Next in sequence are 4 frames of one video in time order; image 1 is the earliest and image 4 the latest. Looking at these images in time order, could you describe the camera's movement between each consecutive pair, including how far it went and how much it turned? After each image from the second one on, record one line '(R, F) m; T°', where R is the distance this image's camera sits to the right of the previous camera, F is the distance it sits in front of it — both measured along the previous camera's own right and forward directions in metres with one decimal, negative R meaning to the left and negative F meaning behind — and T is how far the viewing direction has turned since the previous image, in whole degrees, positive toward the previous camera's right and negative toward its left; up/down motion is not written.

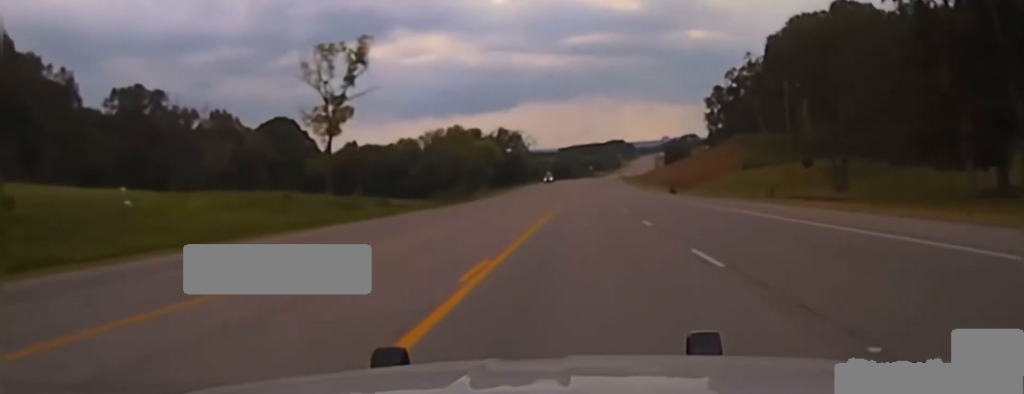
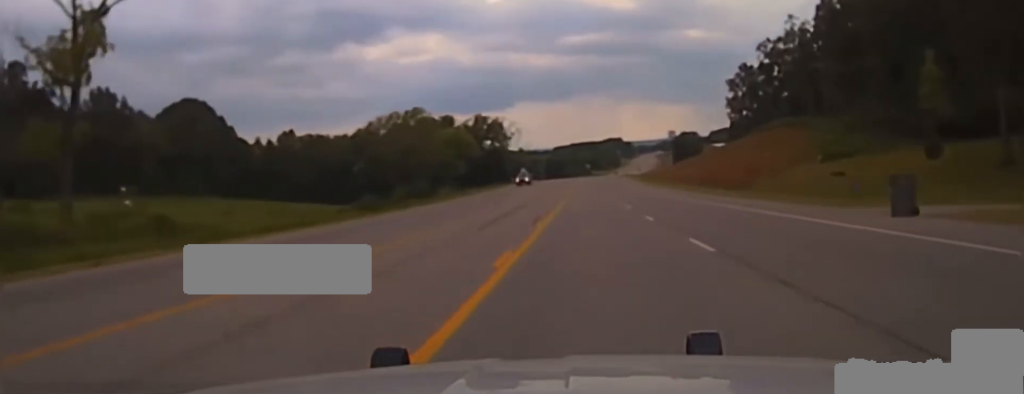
(+0.4, +58.4) m; +1°
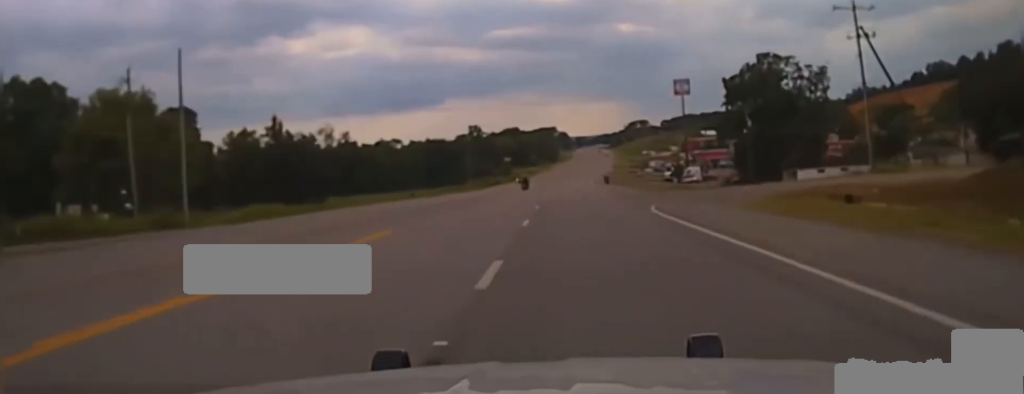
(+7.0, +266.9) m; +4°
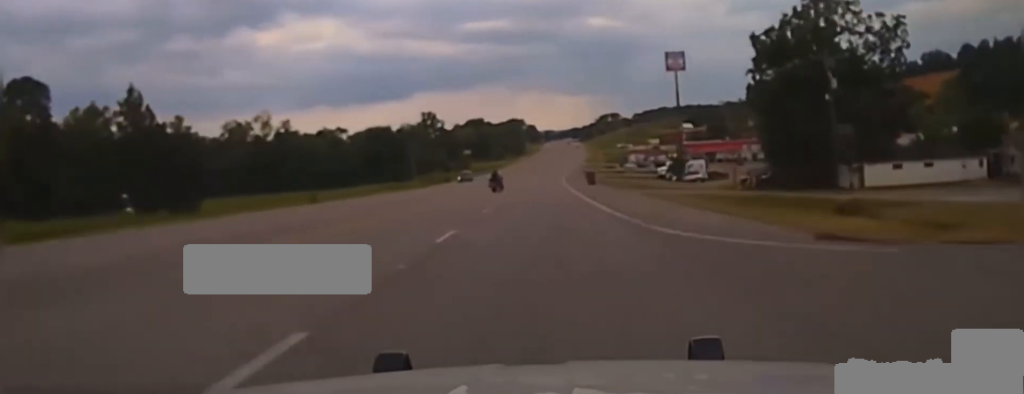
(-0.2, +44.0) m; +1°
